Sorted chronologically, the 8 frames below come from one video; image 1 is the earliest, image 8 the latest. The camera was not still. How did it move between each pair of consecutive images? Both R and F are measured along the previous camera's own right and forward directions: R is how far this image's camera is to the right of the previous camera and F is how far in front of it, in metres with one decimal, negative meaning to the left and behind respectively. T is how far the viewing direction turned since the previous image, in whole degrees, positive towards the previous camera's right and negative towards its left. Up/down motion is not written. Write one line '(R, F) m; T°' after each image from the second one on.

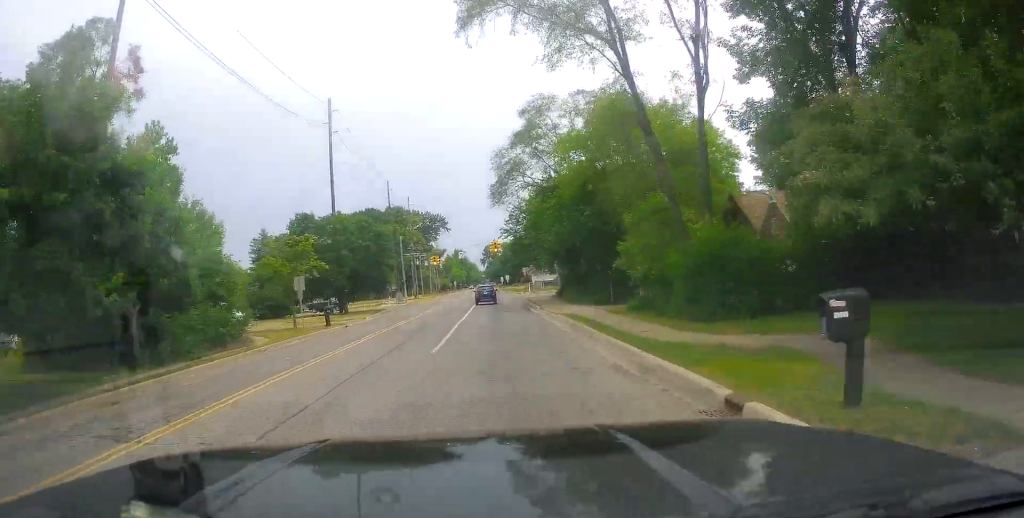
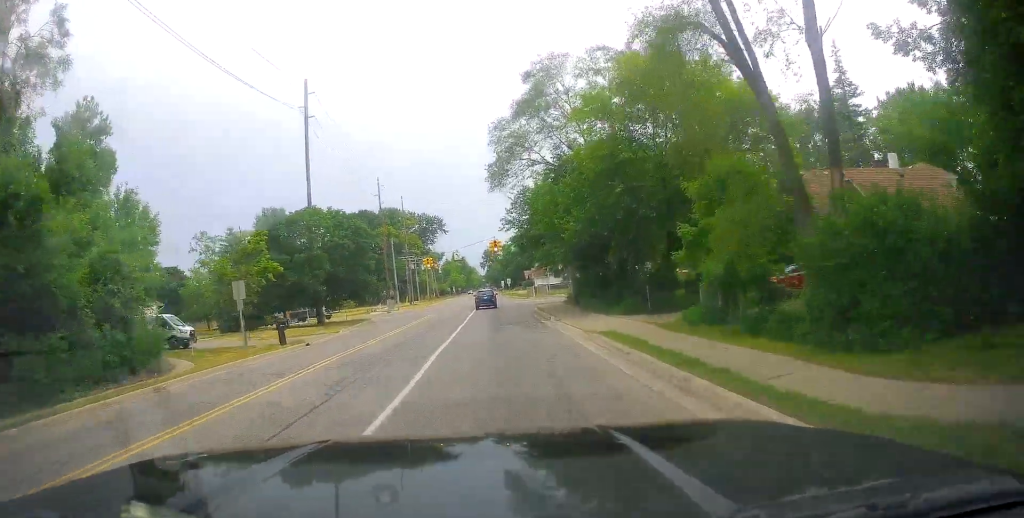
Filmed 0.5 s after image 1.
(+0.1, +8.3) m; 0°
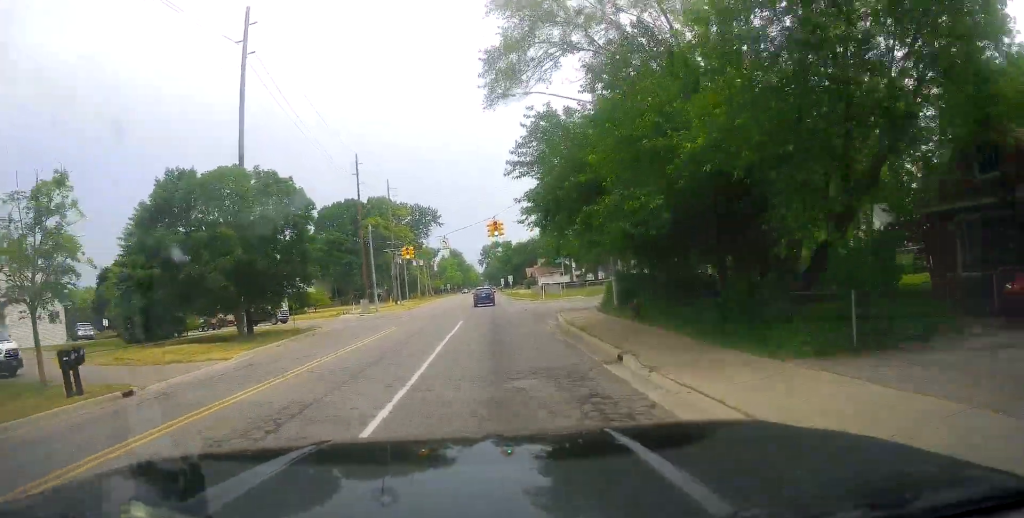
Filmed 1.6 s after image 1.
(0.0, +15.9) m; -1°
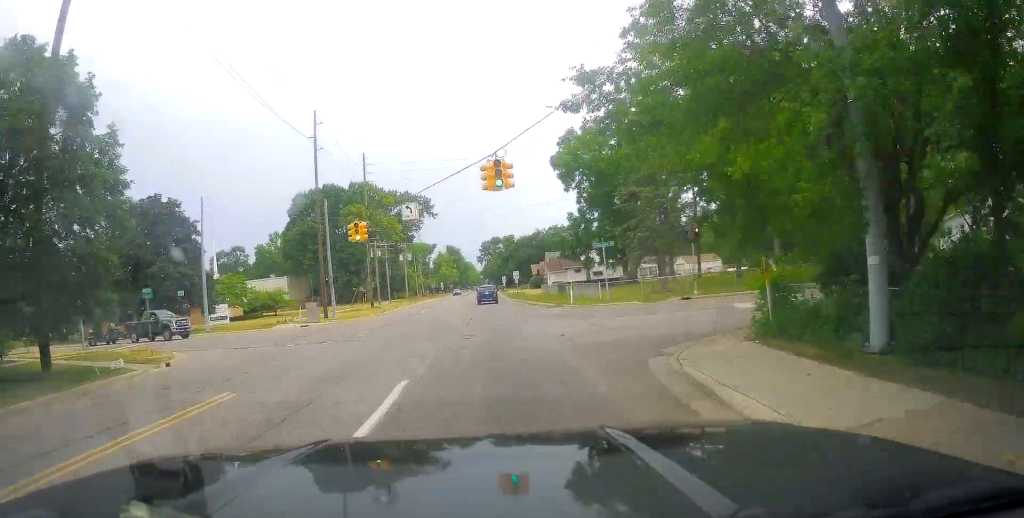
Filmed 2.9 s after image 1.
(-0.8, +20.5) m; -2°
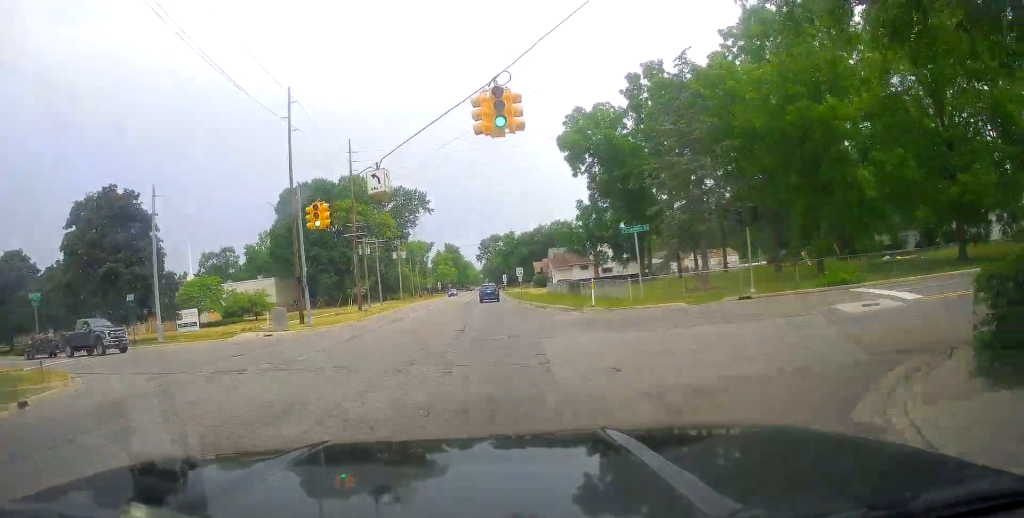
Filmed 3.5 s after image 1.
(+0.1, +7.8) m; +1°
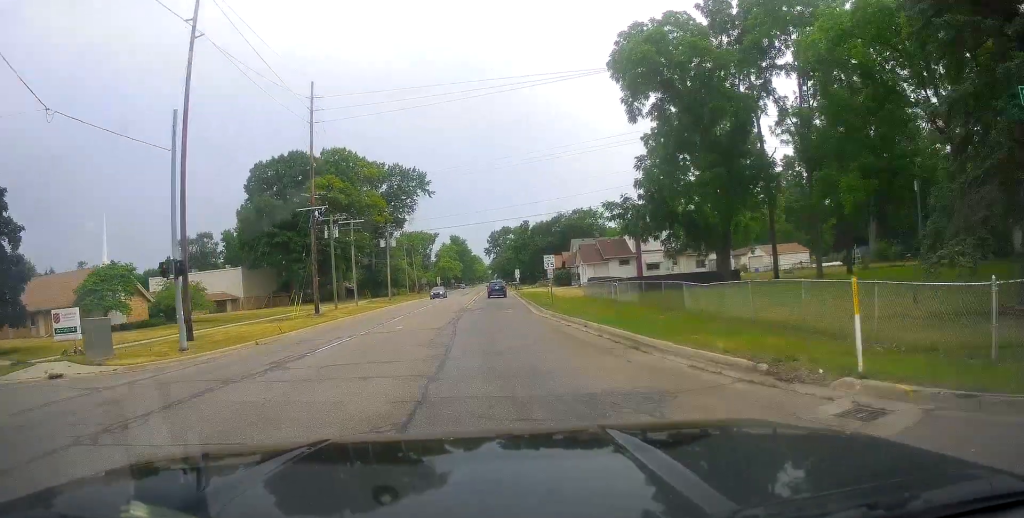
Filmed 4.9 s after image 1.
(+0.8, +21.4) m; +2°
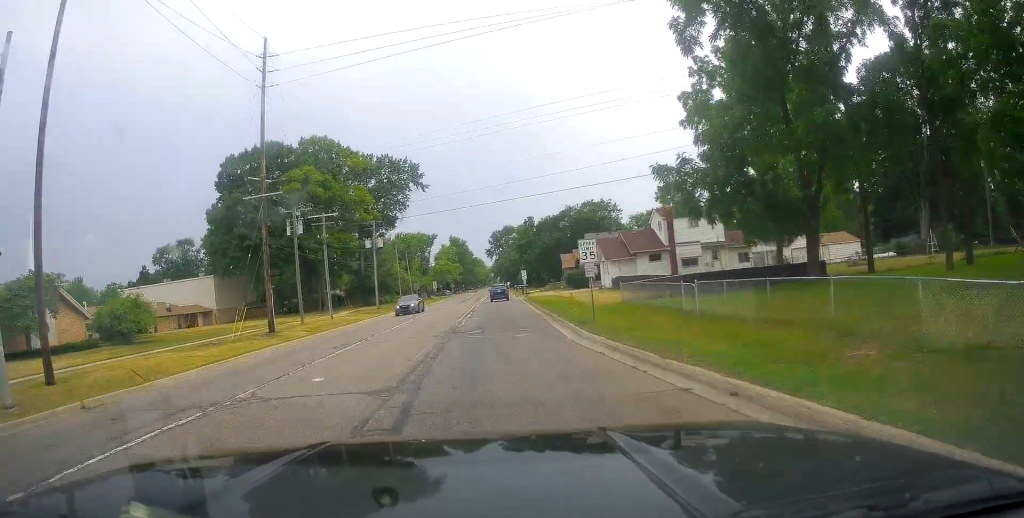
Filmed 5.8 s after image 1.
(0.0, +12.1) m; -1°
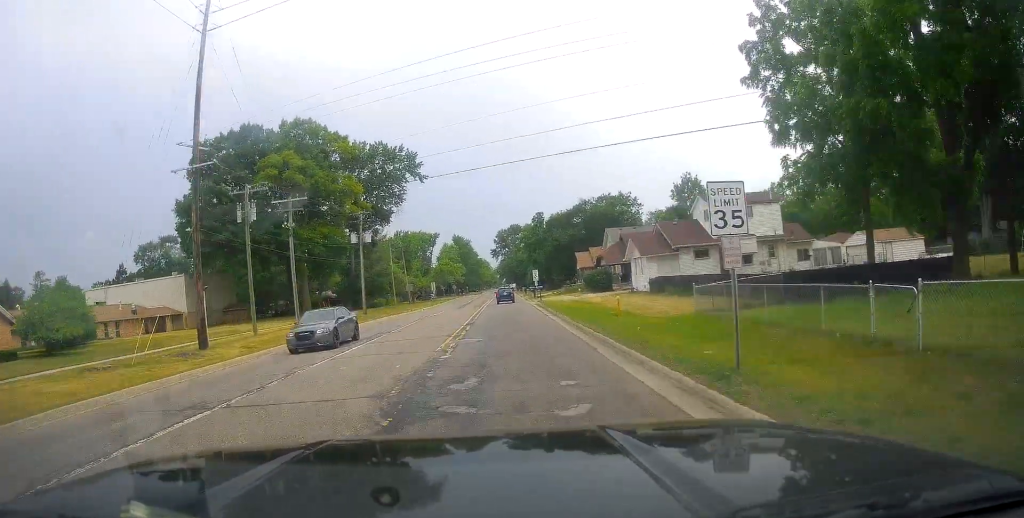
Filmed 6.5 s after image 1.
(-0.1, +11.2) m; -1°
